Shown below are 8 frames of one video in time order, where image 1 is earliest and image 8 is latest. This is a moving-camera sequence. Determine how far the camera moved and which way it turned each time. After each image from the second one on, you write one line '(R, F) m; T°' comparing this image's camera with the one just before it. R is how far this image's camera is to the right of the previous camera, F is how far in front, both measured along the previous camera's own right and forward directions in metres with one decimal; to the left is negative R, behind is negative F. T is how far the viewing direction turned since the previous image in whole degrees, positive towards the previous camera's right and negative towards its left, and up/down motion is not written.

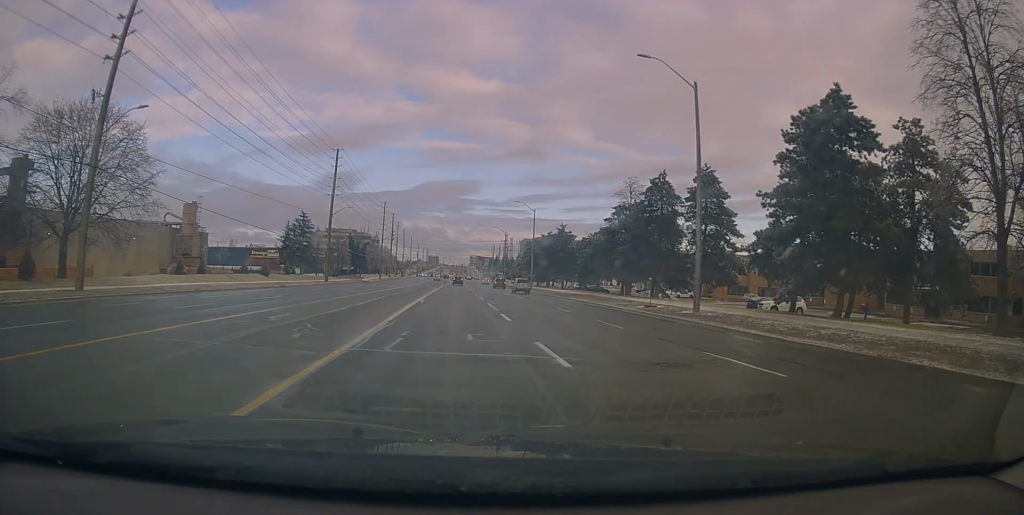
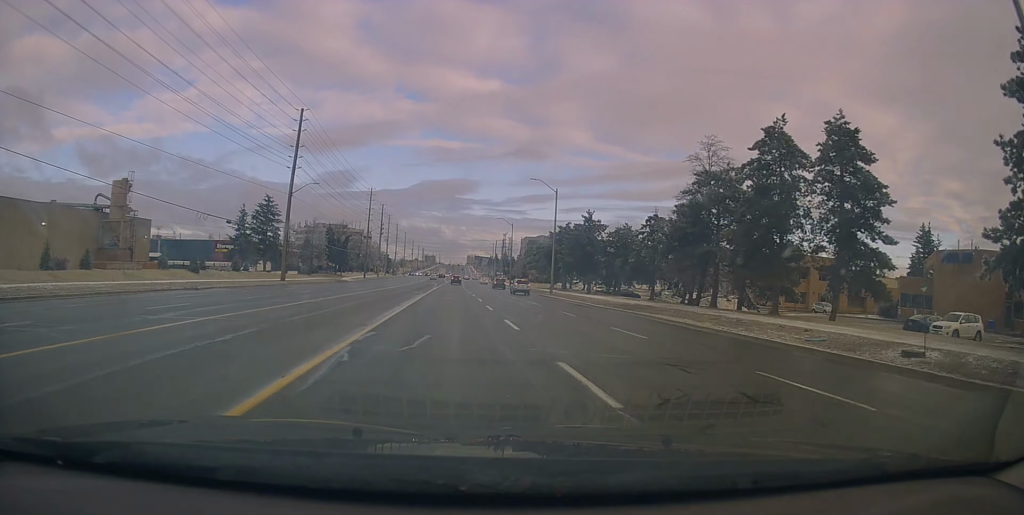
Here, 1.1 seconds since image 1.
(-0.2, +20.3) m; 0°
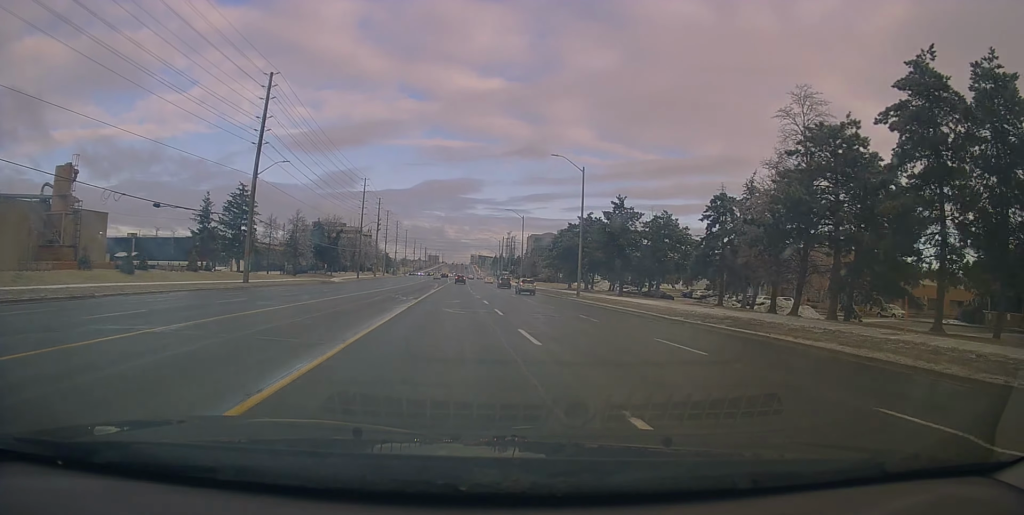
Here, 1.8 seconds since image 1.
(+0.2, +13.1) m; +1°
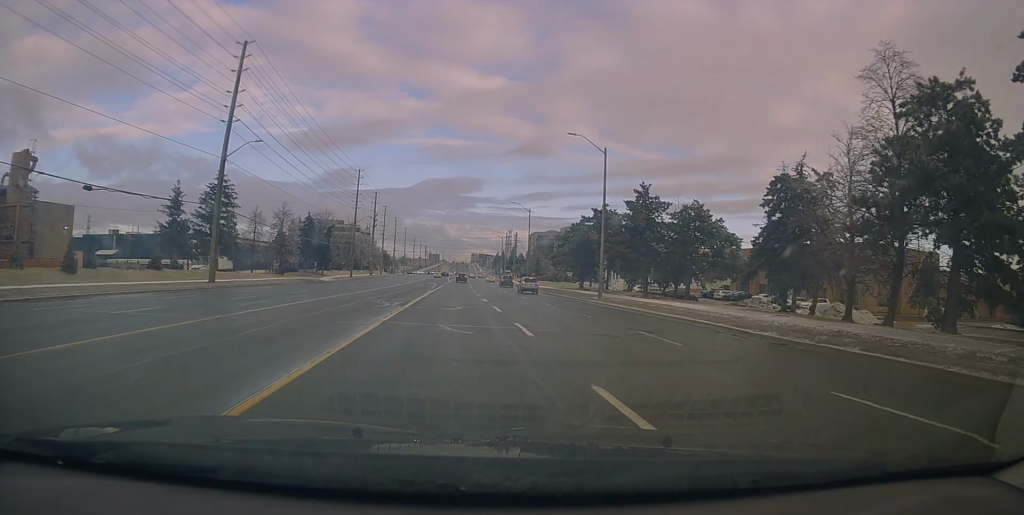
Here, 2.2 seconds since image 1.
(+0.1, +8.0) m; -1°
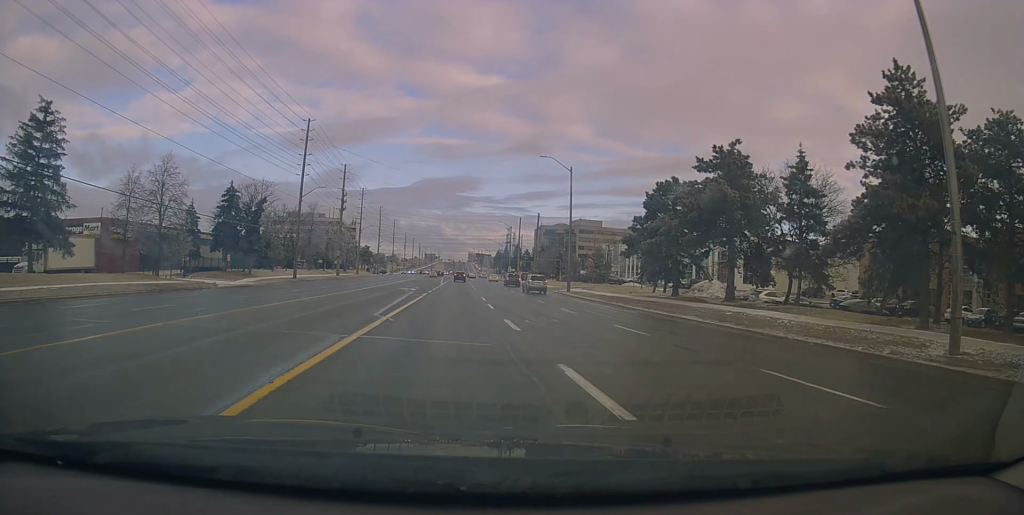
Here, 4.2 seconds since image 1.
(-0.2, +35.4) m; +1°
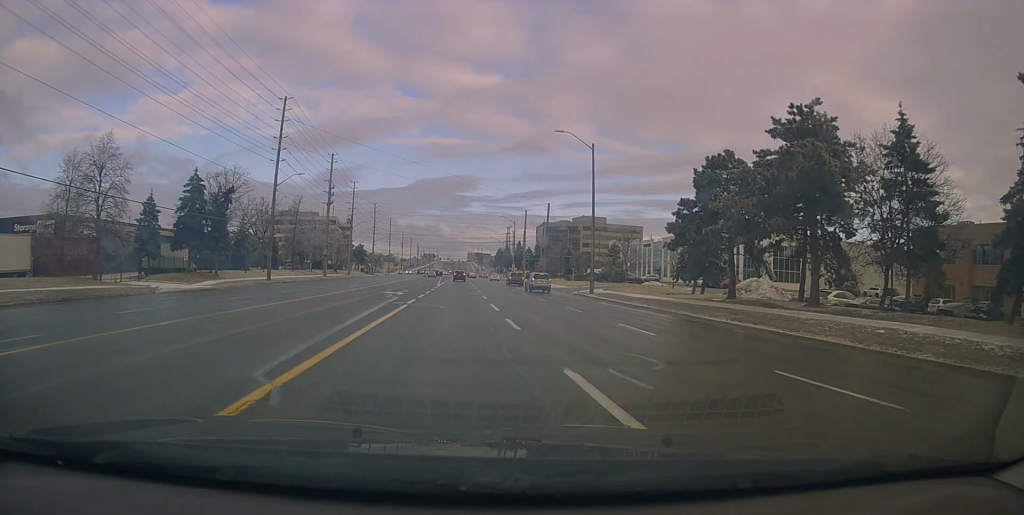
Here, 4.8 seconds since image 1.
(+0.3, +10.0) m; 0°
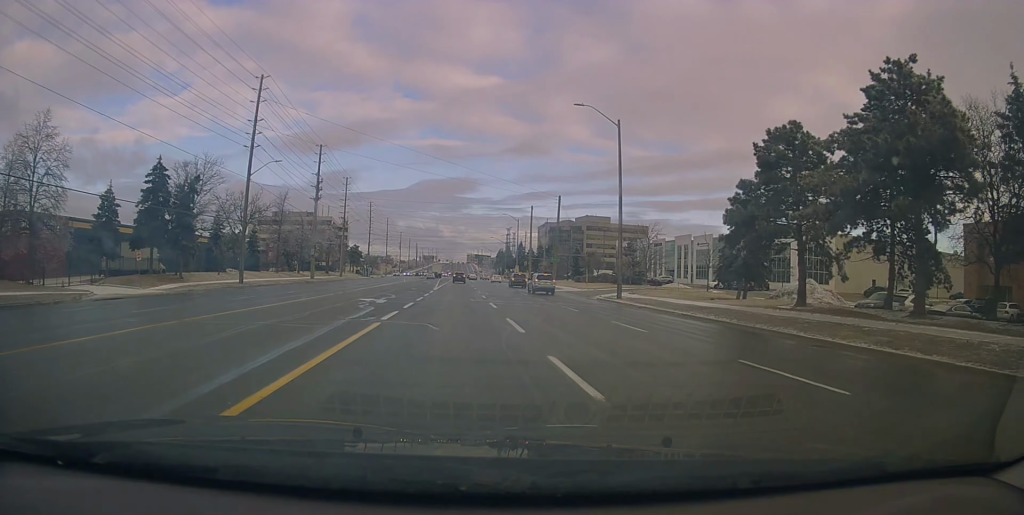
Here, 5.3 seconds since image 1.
(-0.2, +8.1) m; -1°
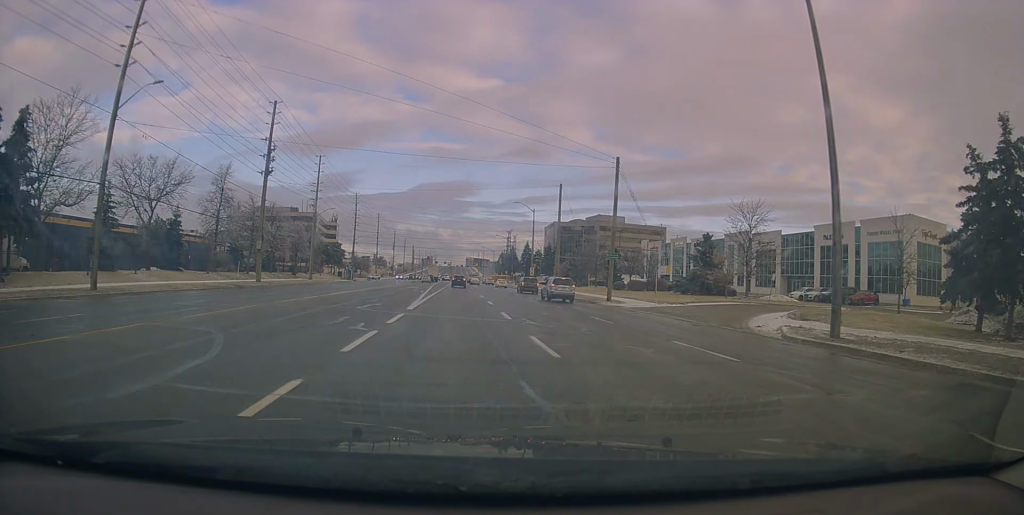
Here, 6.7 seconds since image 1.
(-0.7, +23.5) m; 0°
